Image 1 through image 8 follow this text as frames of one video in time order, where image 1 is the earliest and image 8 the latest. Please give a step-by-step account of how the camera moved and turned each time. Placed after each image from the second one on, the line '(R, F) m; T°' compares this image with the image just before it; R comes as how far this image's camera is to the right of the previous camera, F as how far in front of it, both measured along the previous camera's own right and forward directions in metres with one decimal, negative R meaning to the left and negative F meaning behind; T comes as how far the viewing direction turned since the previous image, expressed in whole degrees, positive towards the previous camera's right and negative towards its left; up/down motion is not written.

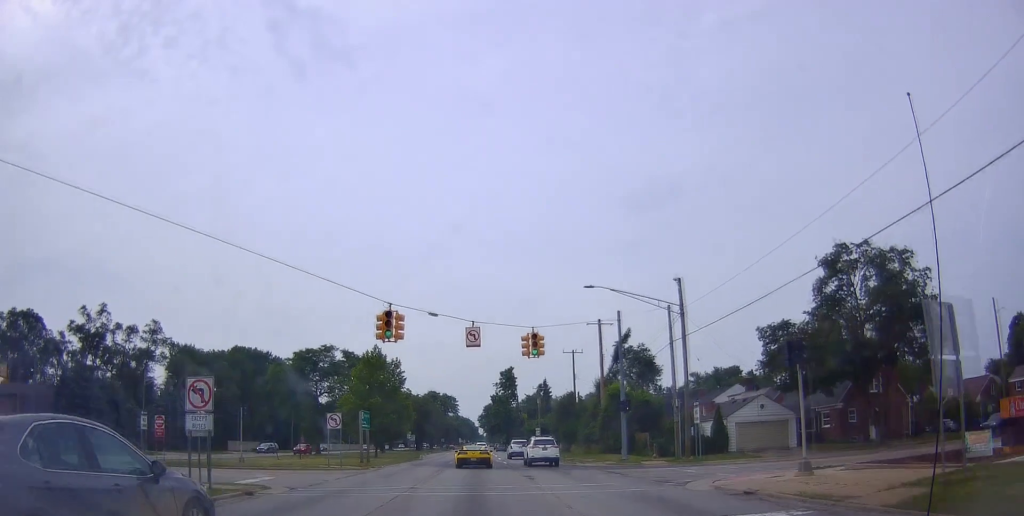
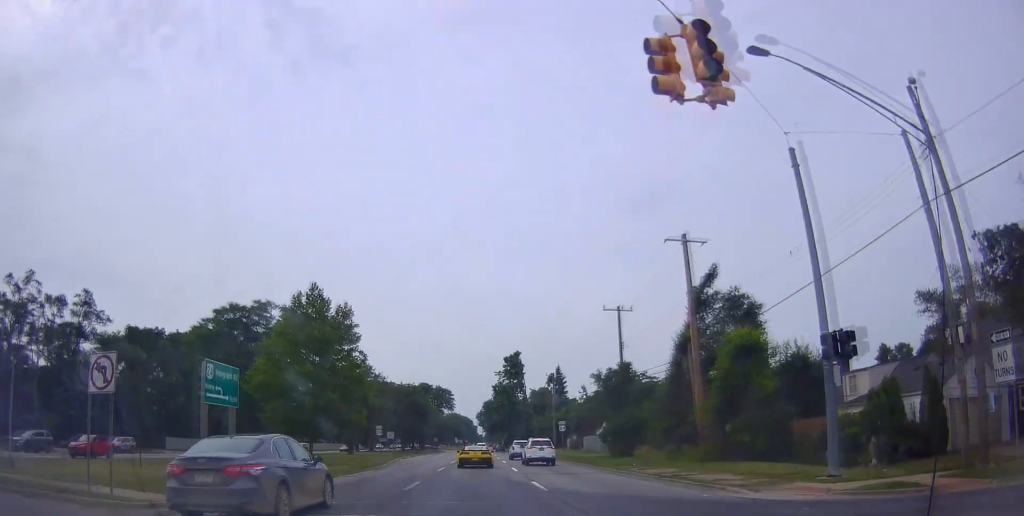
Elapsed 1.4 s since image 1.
(-0.2, +24.4) m; +1°
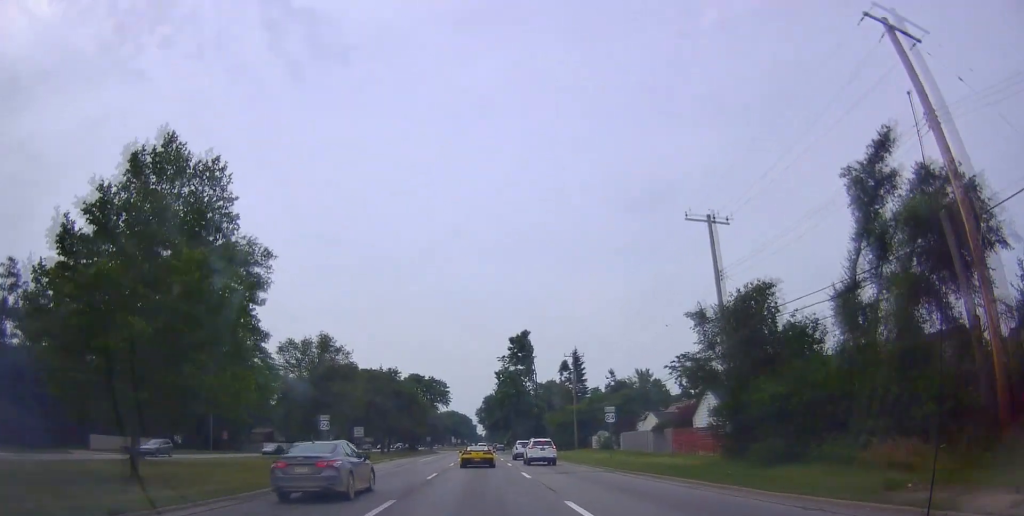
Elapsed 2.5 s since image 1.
(+0.7, +21.3) m; +1°
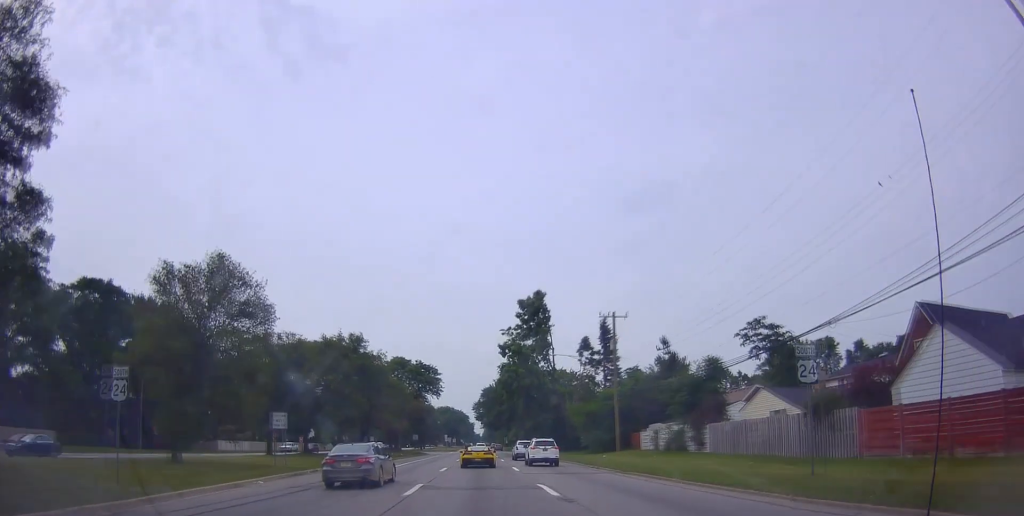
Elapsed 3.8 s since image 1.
(-0.4, +23.1) m; -1°
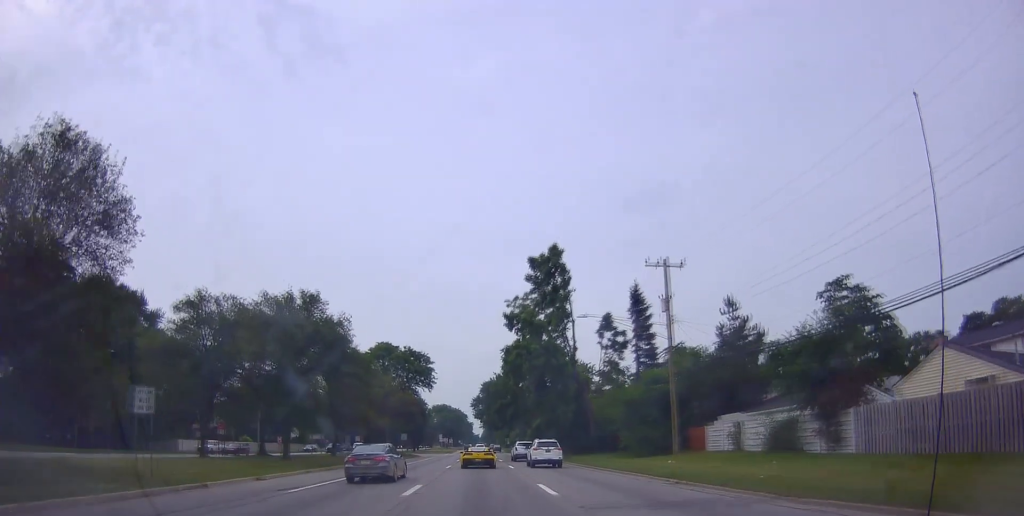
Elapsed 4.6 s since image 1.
(-0.1, +14.8) m; 0°
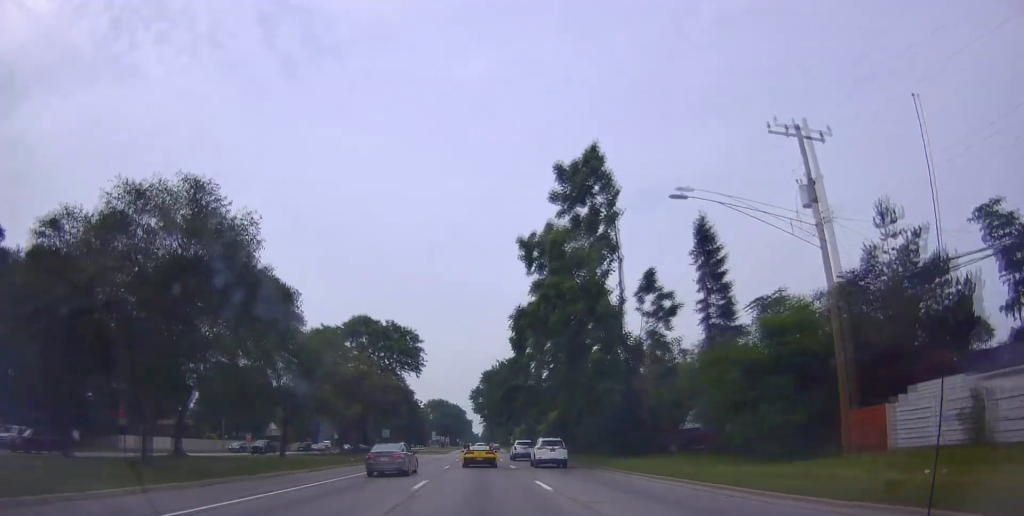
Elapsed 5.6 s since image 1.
(+0.1, +17.4) m; +1°
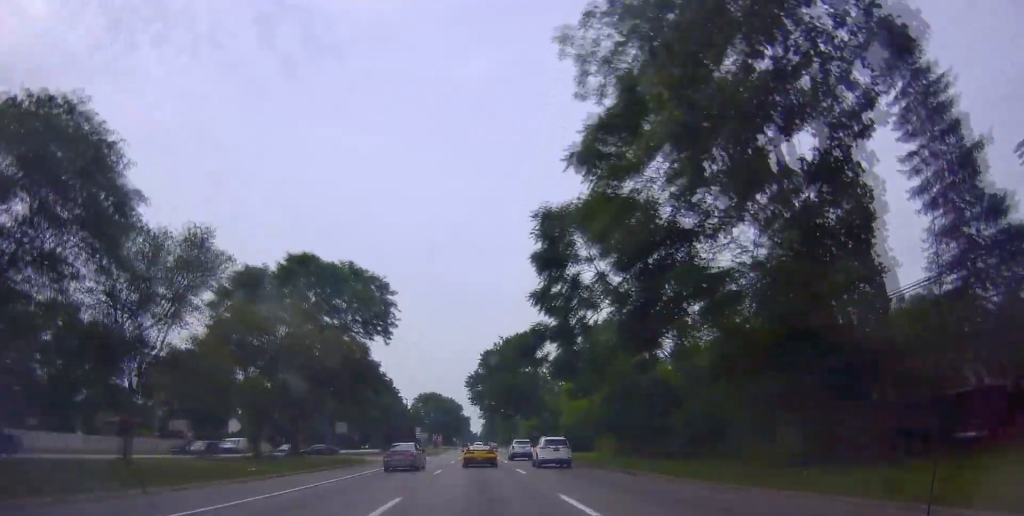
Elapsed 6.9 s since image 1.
(-0.2, +23.5) m; -1°
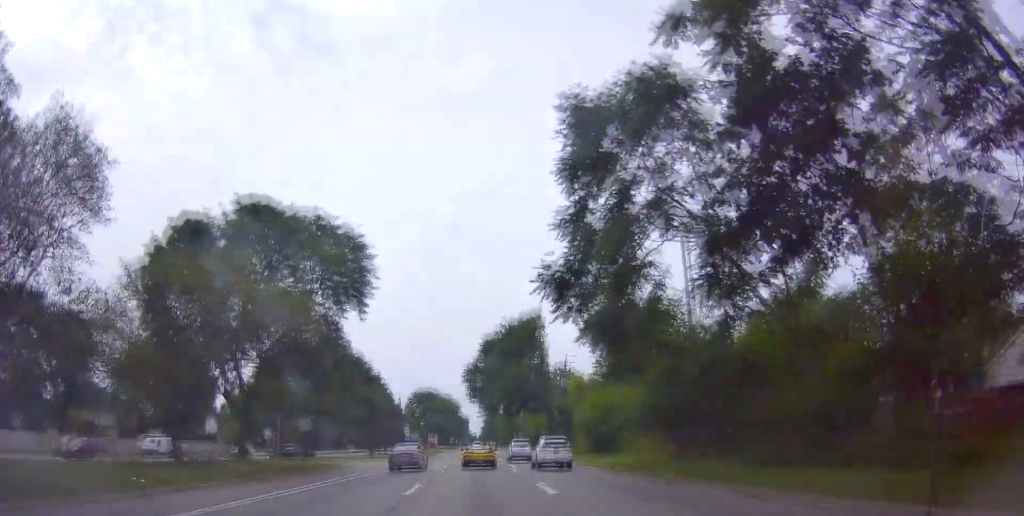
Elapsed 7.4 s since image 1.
(-0.2, +10.6) m; 0°
